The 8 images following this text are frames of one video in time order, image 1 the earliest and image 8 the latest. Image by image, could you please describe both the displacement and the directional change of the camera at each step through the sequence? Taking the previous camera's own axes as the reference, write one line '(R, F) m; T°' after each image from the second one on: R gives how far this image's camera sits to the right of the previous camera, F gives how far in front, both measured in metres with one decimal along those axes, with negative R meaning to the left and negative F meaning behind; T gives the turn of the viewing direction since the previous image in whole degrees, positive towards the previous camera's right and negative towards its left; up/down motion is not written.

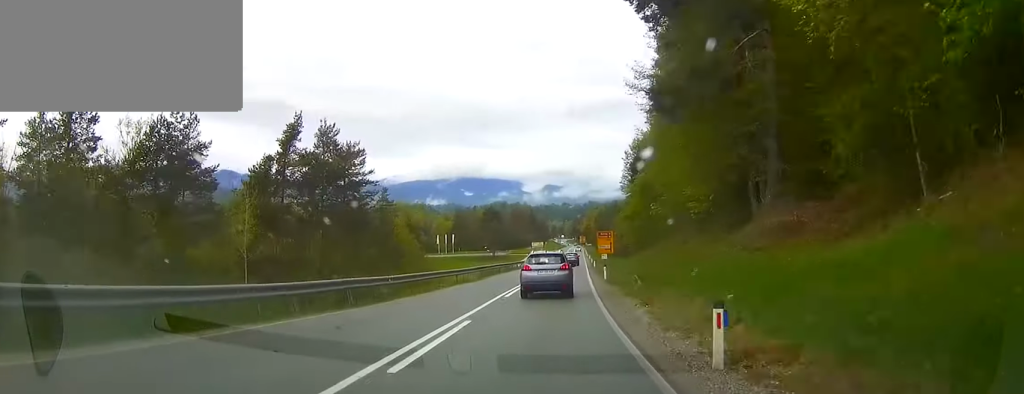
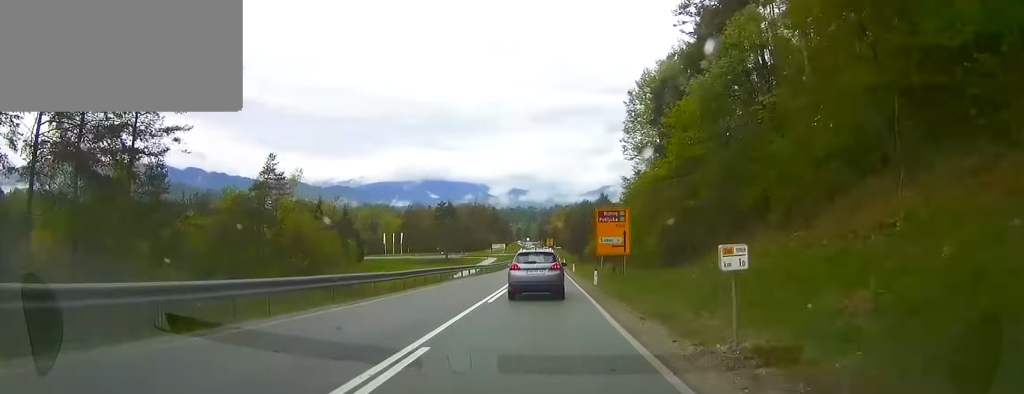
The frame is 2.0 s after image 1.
(+1.4, +33.0) m; +2°
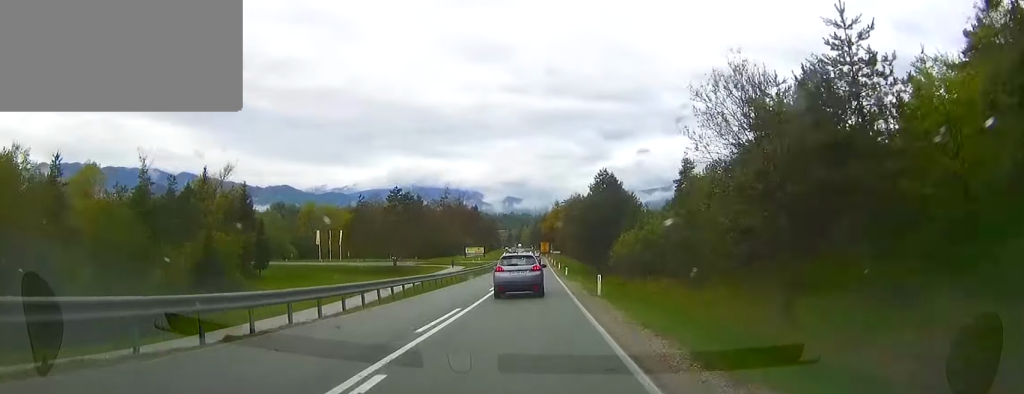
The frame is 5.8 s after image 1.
(+0.6, +62.2) m; +1°
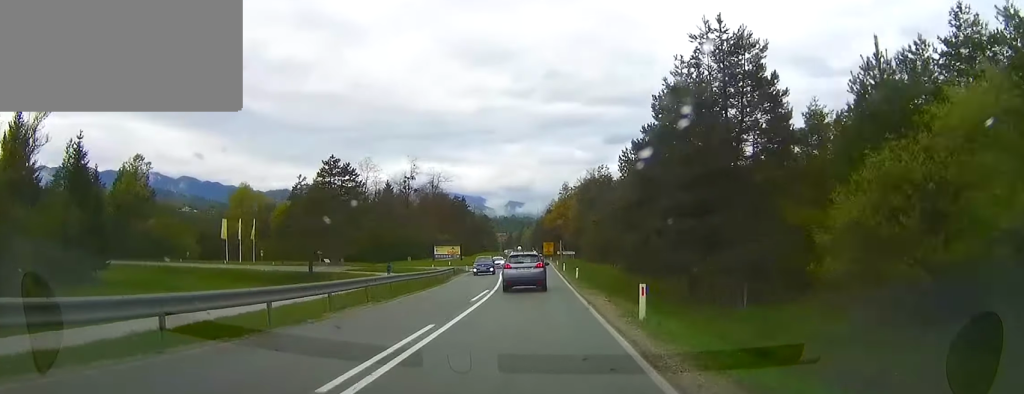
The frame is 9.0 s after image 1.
(+0.4, +52.3) m; 0°
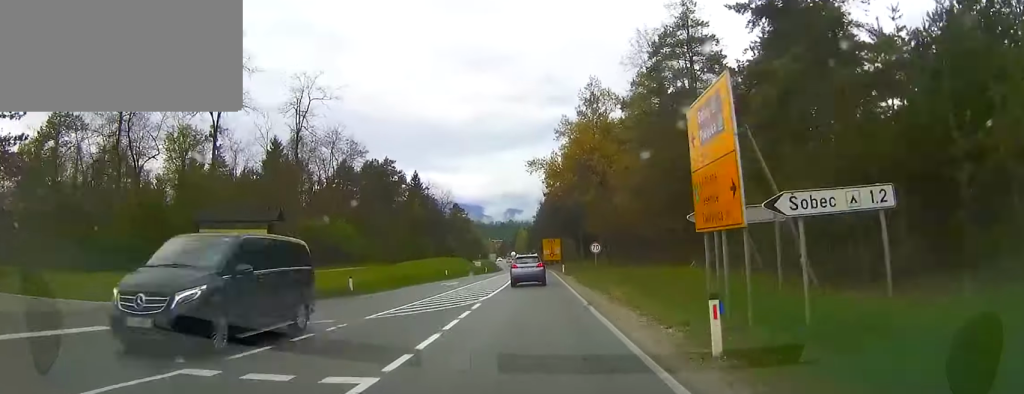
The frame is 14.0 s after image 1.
(-0.8, +81.8) m; -1°
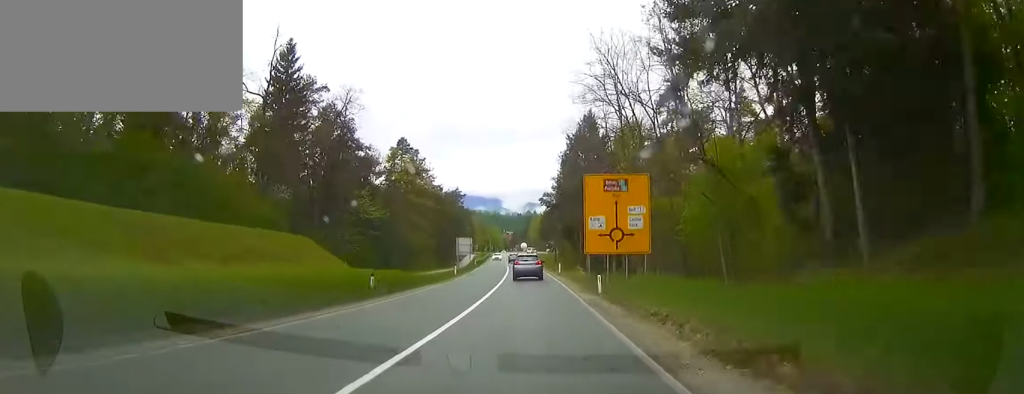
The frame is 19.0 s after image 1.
(-1.3, +80.8) m; -2°
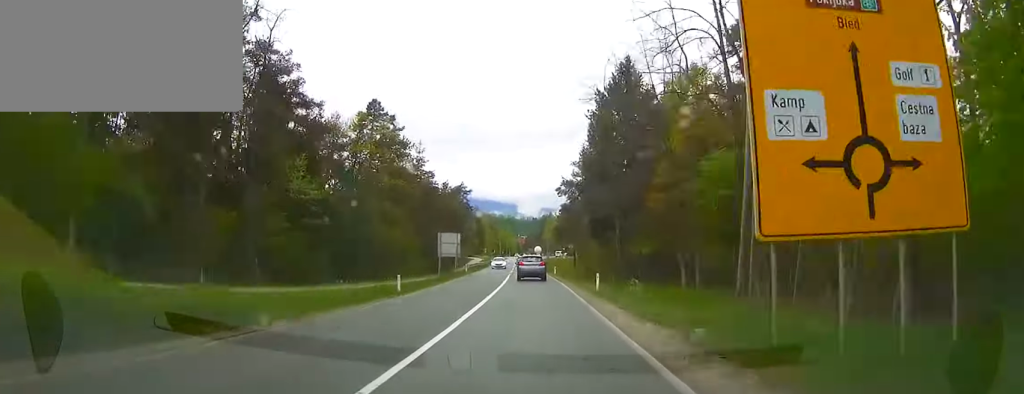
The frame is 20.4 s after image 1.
(-0.1, +22.1) m; -1°
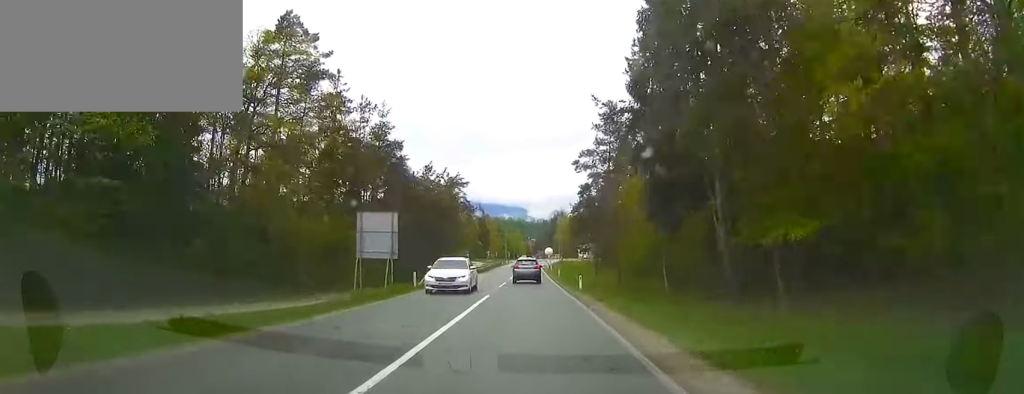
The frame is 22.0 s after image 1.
(+0.1, +24.0) m; -1°
